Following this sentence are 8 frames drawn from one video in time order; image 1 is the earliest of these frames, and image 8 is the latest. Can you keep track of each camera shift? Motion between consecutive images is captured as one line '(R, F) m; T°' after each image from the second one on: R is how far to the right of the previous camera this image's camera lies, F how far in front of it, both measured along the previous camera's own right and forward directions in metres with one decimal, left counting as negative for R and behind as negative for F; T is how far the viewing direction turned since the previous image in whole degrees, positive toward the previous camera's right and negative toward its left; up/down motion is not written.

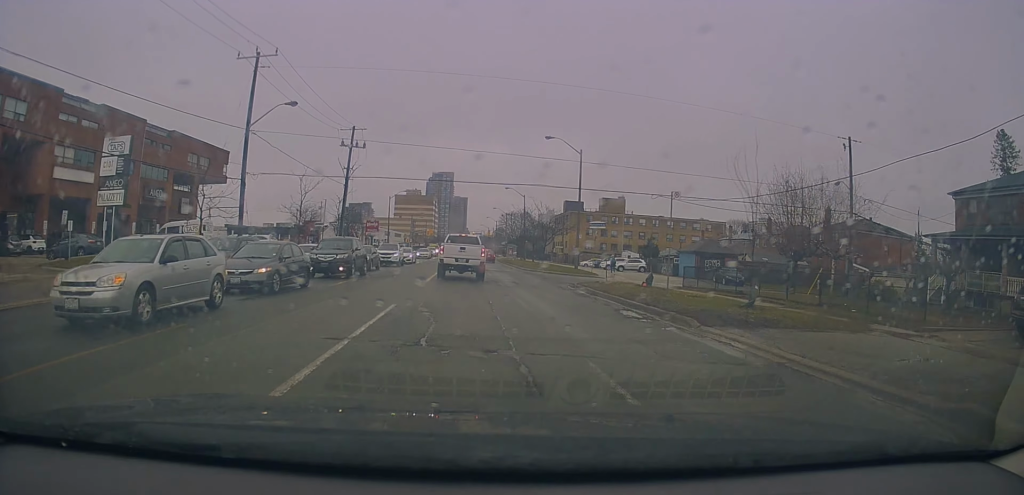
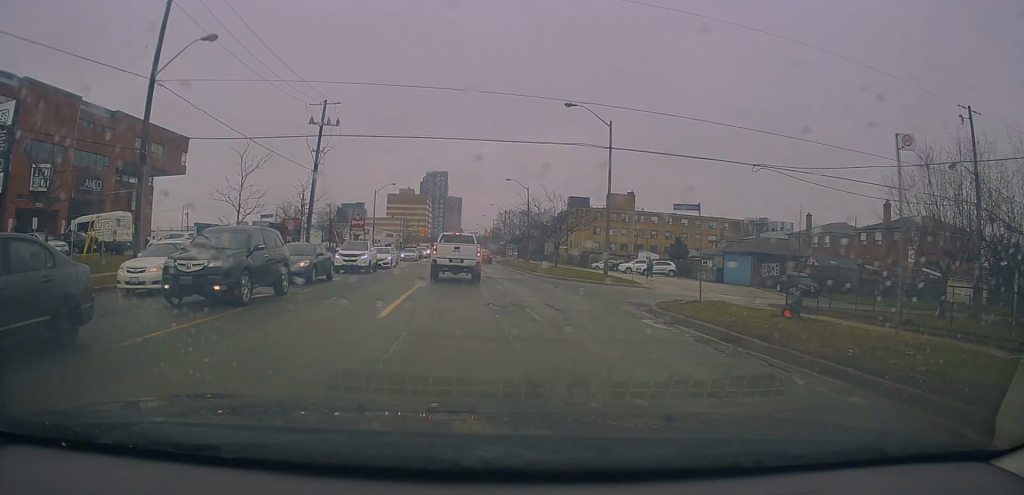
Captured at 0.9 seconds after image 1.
(0.0, +11.8) m; -1°
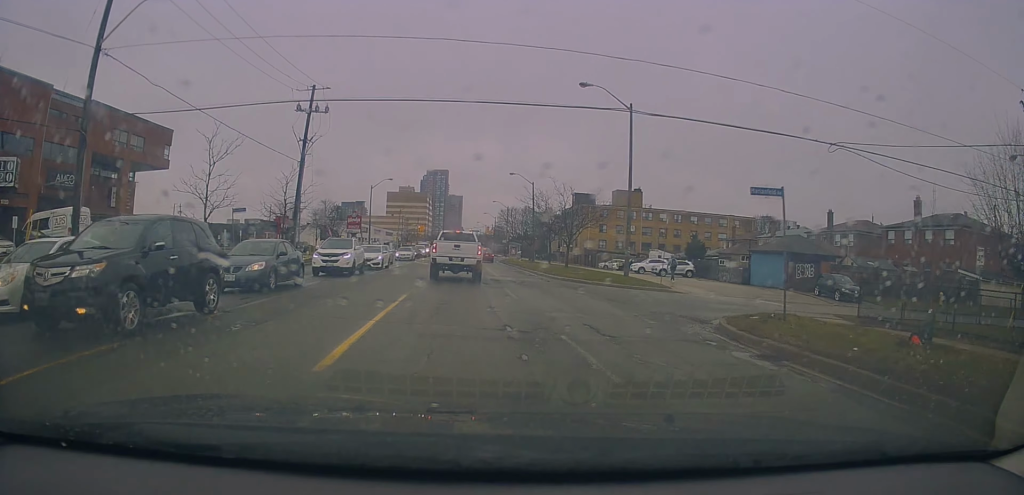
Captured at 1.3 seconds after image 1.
(-0.1, +4.7) m; -1°
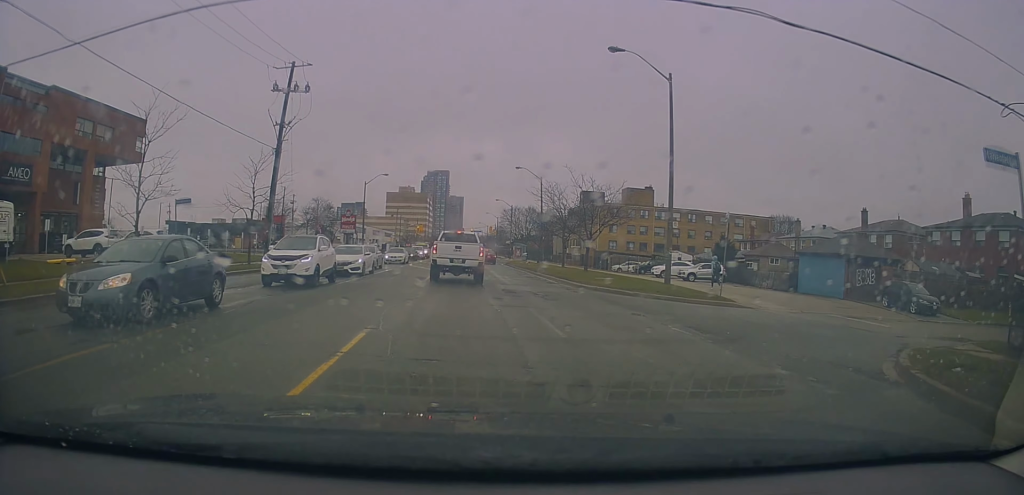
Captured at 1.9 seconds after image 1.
(0.0, +7.1) m; -1°
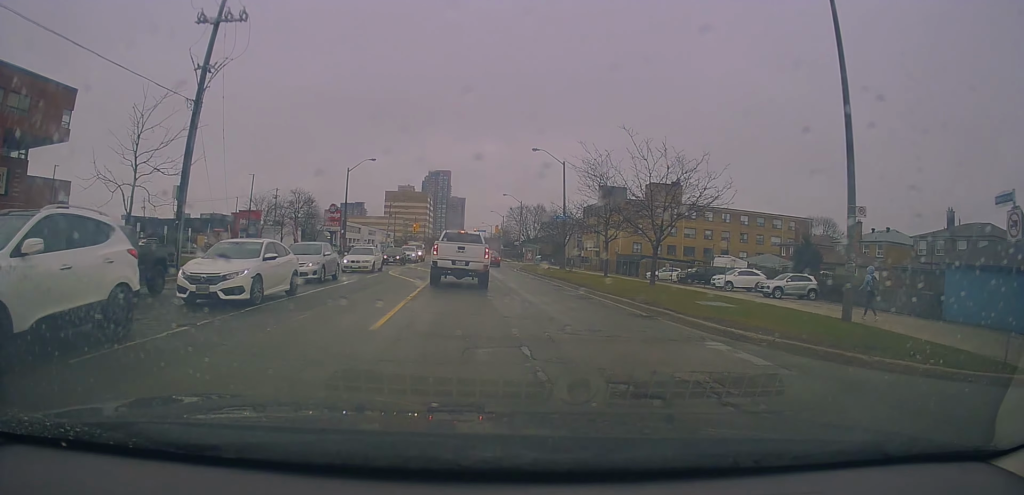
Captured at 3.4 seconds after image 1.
(-0.4, +14.1) m; -1°
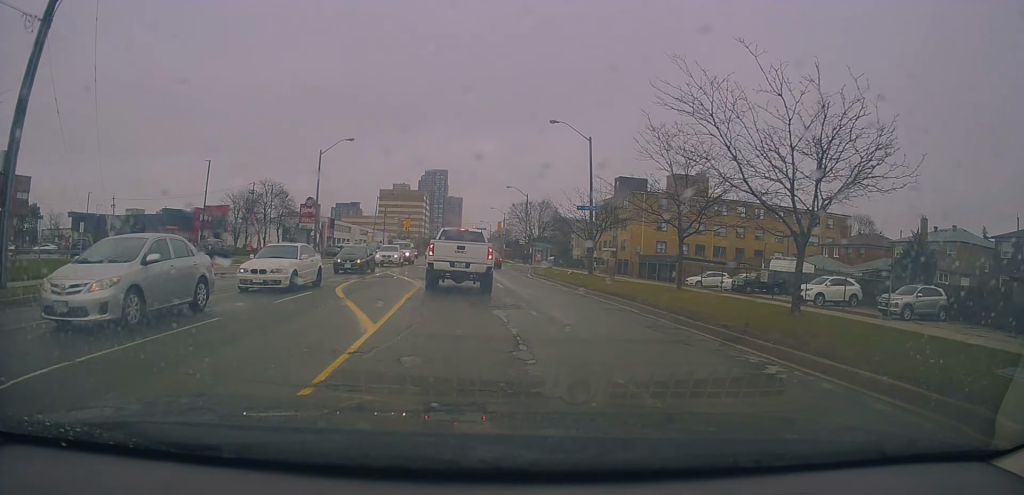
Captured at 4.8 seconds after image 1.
(+0.5, +12.9) m; +1°
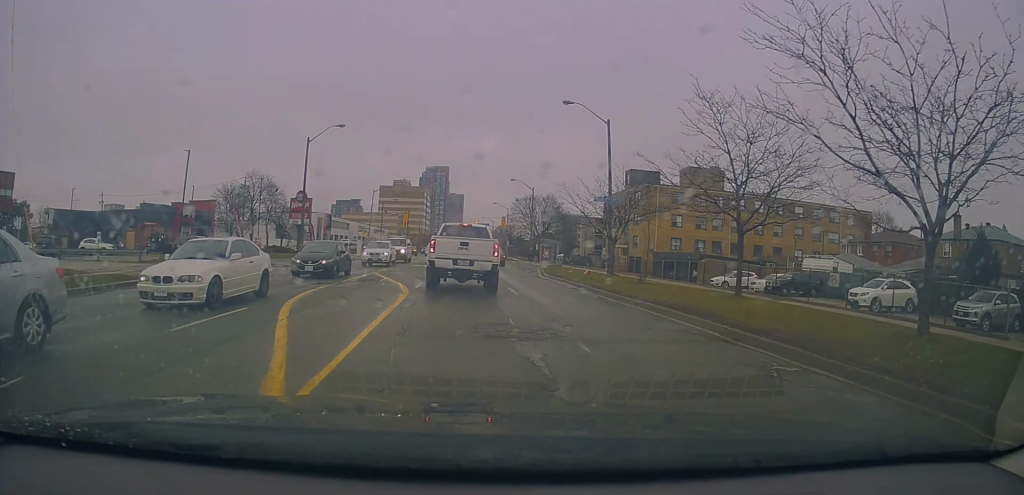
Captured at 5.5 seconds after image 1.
(-0.3, +4.9) m; -1°
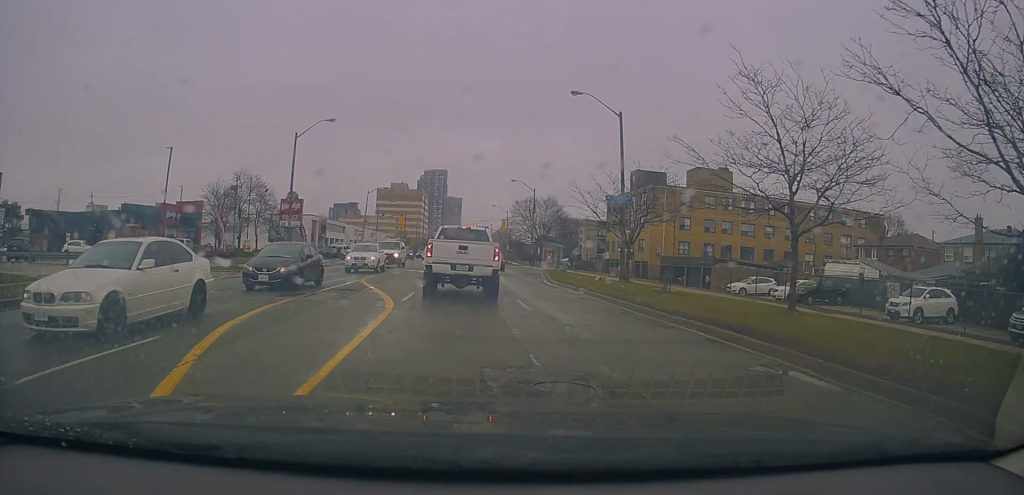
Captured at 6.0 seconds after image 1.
(-0.1, +3.6) m; 0°
